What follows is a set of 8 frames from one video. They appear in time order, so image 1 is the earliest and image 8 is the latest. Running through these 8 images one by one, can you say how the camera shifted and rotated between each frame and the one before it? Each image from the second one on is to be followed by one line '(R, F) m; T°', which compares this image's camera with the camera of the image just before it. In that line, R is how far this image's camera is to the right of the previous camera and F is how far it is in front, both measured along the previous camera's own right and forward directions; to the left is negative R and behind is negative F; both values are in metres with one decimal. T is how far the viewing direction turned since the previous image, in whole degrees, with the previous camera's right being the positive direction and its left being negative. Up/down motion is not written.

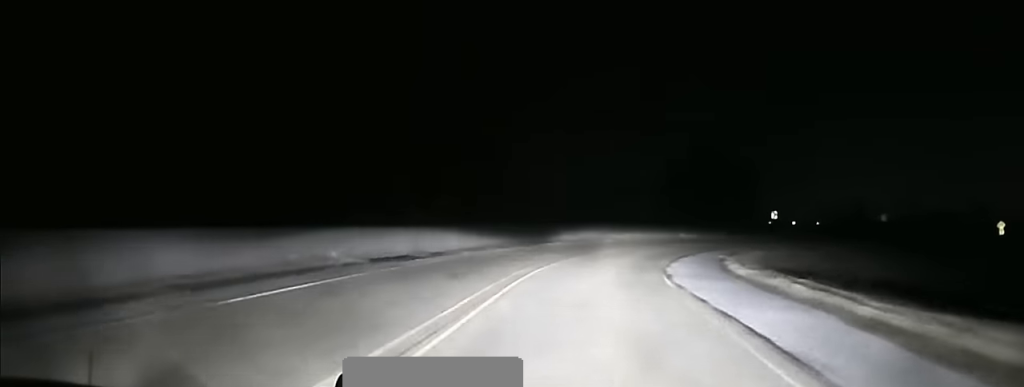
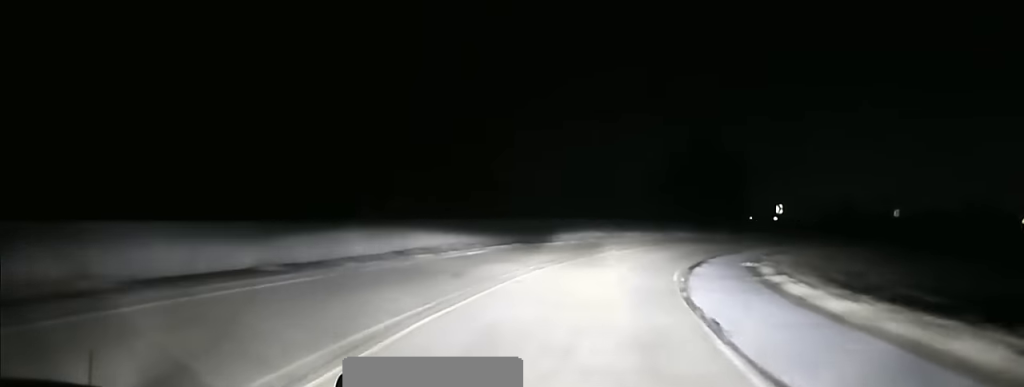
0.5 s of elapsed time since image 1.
(+0.5, +11.8) m; +5°
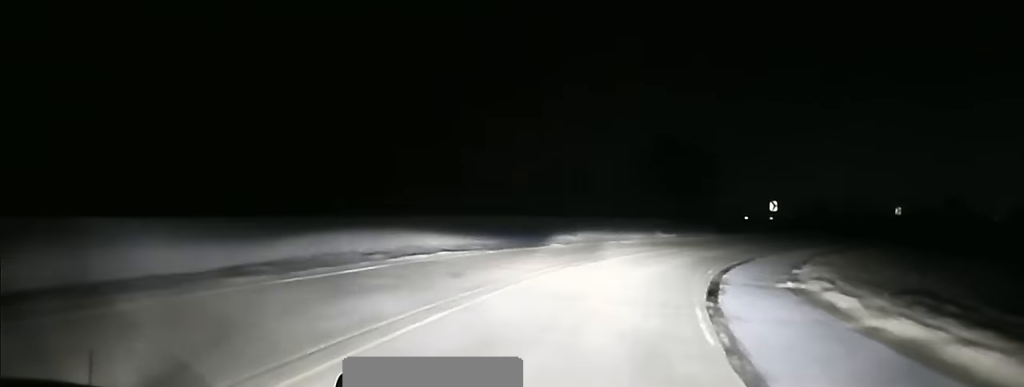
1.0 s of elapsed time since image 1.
(+1.0, +10.7) m; +6°
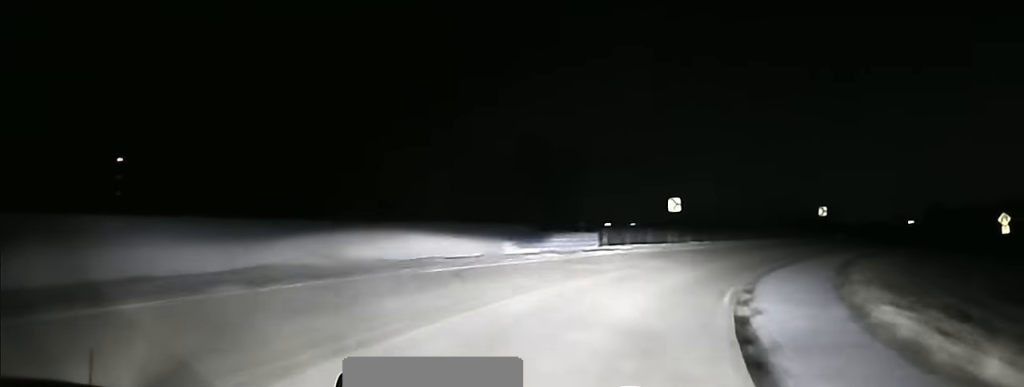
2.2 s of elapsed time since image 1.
(+1.5, +22.2) m; +11°
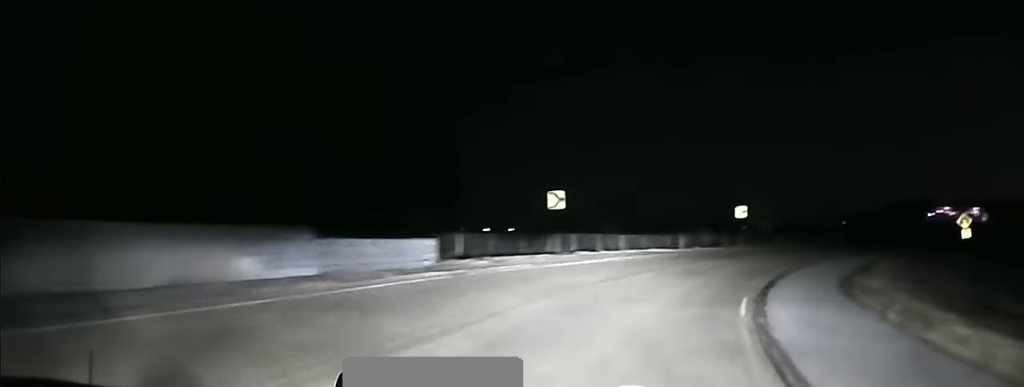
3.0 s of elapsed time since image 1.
(+1.7, +16.4) m; +6°
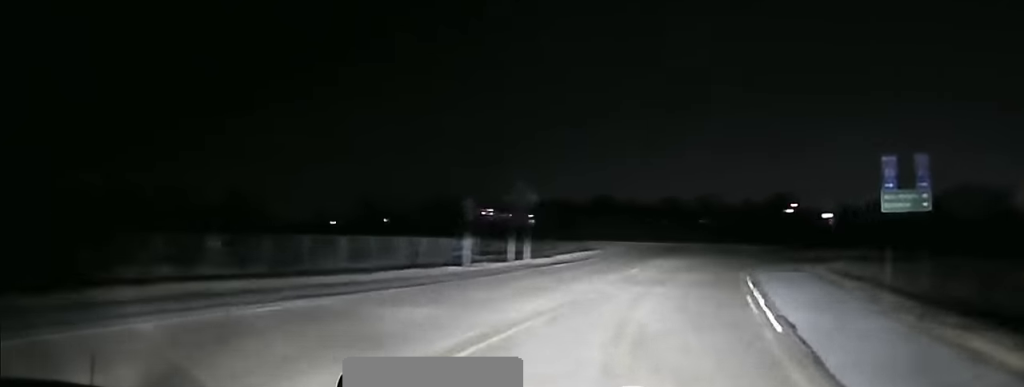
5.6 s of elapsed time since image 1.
(+9.5, +47.4) m; +26°
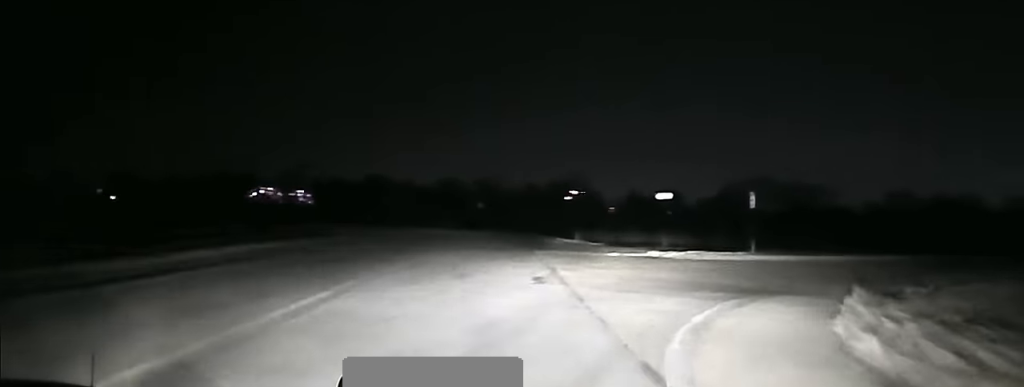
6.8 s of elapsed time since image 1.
(+3.3, +23.9) m; +16°
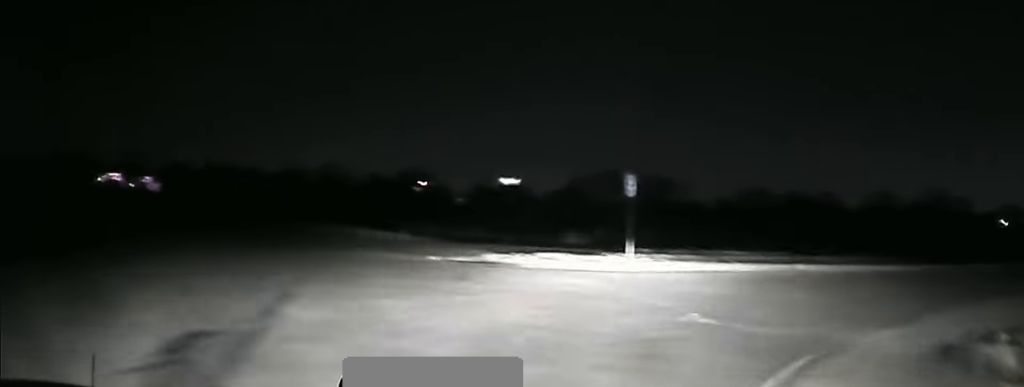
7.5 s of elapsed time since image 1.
(+0.8, +11.5) m; +11°
